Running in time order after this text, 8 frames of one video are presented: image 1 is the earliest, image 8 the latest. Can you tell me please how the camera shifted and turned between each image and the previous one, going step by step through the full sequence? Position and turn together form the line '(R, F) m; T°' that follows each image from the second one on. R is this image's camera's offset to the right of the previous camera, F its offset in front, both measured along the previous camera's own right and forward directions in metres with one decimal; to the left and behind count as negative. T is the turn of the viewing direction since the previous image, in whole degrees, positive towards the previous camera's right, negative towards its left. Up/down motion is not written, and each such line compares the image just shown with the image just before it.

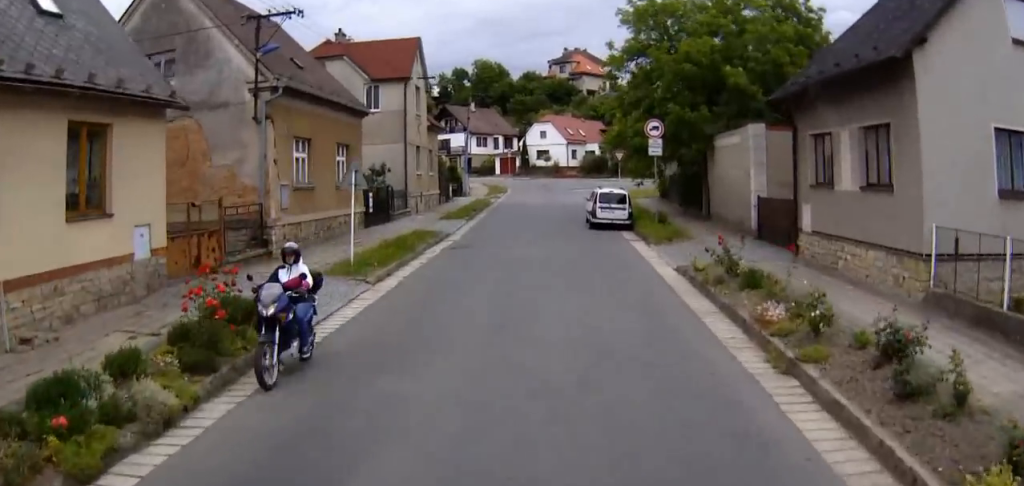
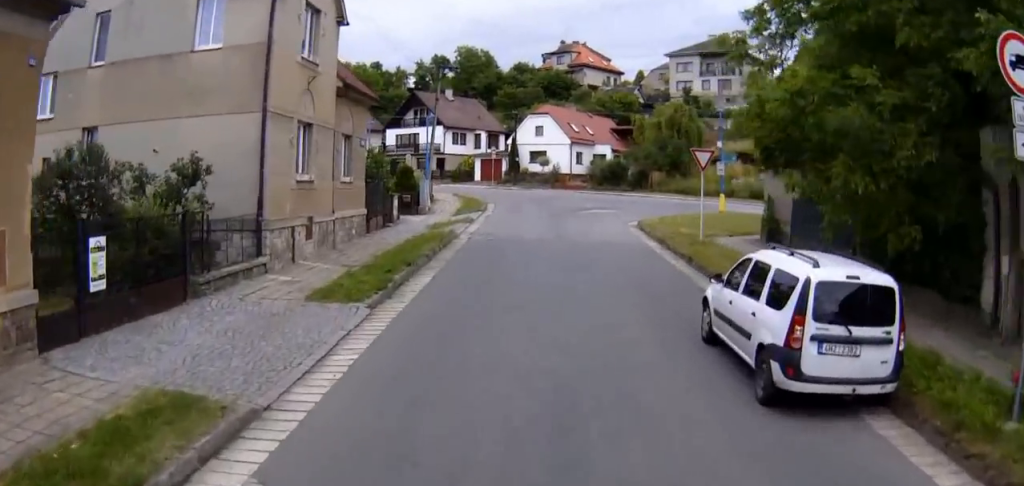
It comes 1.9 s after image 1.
(-0.6, +20.2) m; -2°
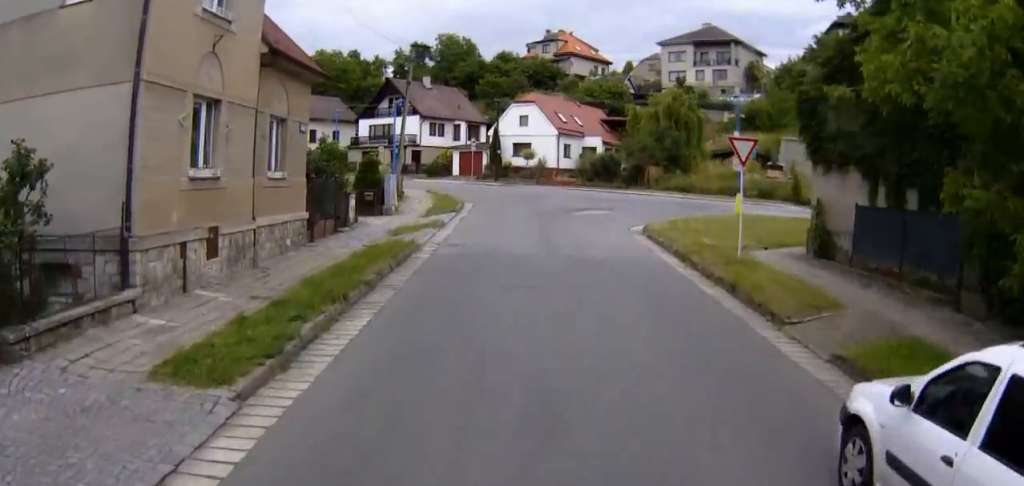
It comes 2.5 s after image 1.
(+0.1, +5.6) m; 0°
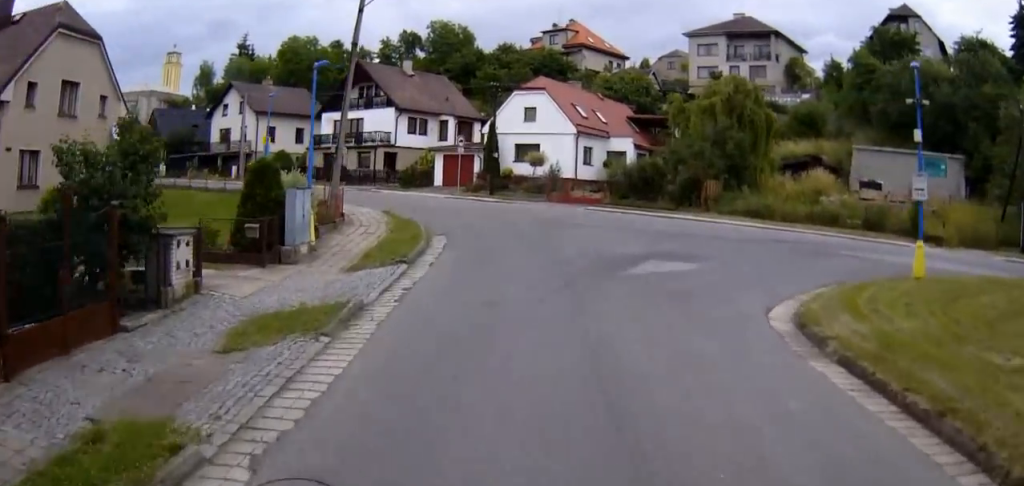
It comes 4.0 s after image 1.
(-0.1, +15.0) m; +3°
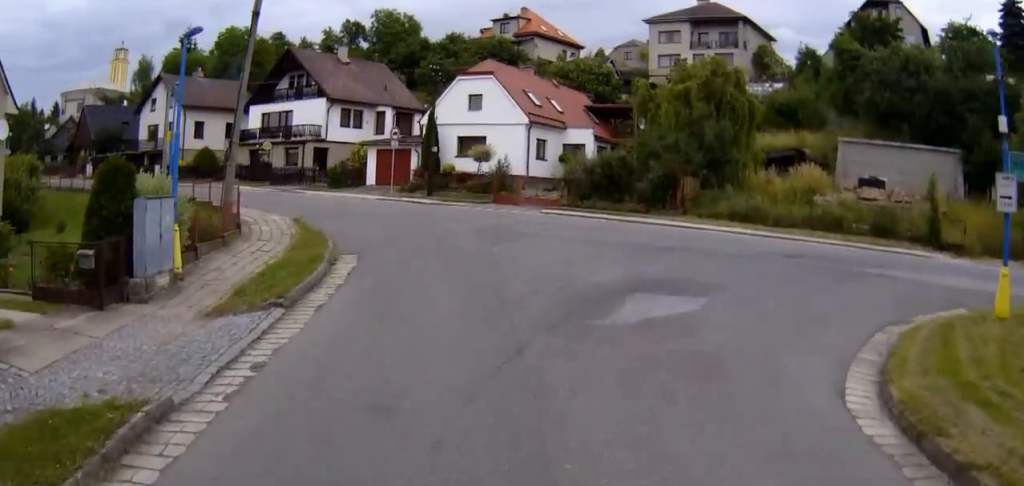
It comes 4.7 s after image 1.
(+0.1, +5.8) m; +5°
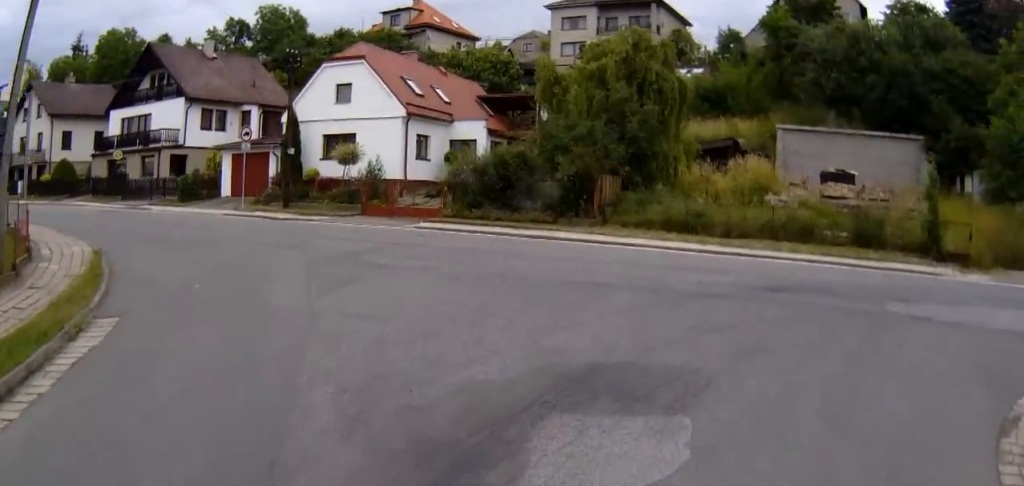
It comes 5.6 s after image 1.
(+0.6, +7.0) m; +12°
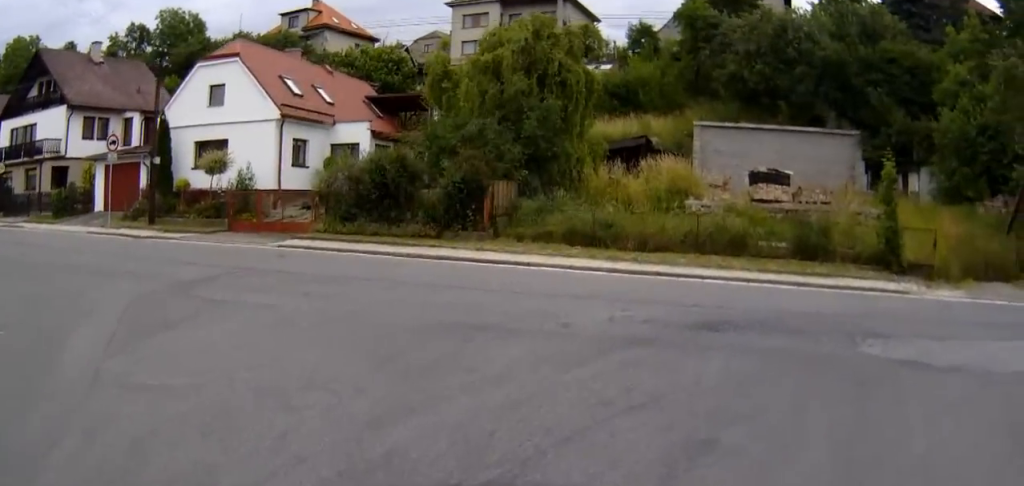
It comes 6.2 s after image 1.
(+0.4, +3.4) m; +13°
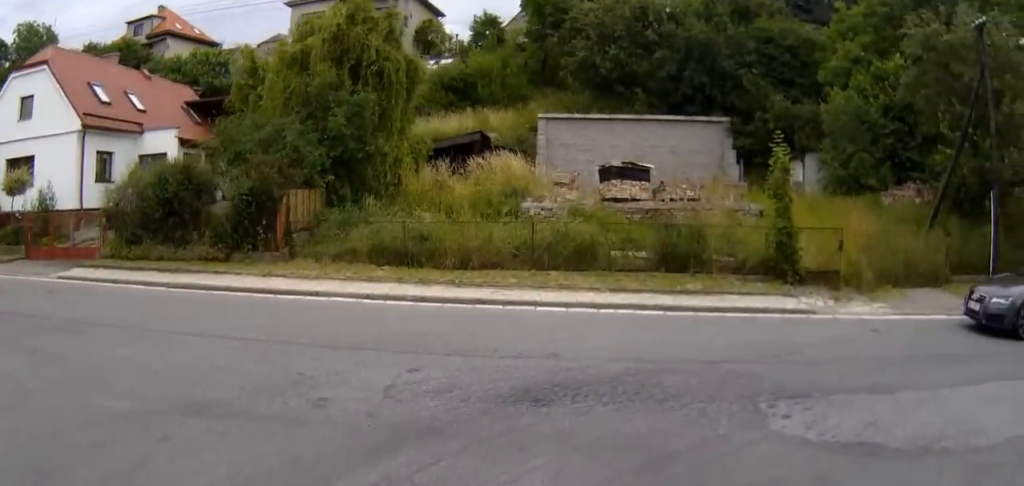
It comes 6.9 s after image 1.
(+0.2, +3.6) m; +19°
